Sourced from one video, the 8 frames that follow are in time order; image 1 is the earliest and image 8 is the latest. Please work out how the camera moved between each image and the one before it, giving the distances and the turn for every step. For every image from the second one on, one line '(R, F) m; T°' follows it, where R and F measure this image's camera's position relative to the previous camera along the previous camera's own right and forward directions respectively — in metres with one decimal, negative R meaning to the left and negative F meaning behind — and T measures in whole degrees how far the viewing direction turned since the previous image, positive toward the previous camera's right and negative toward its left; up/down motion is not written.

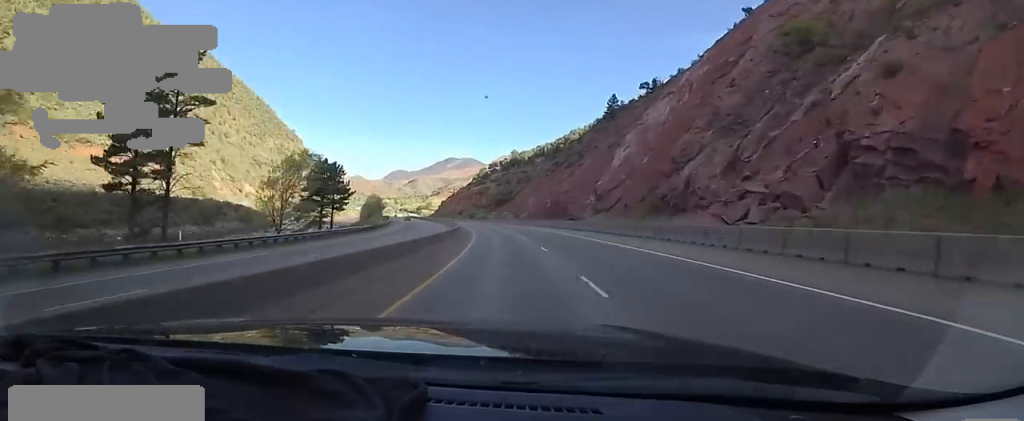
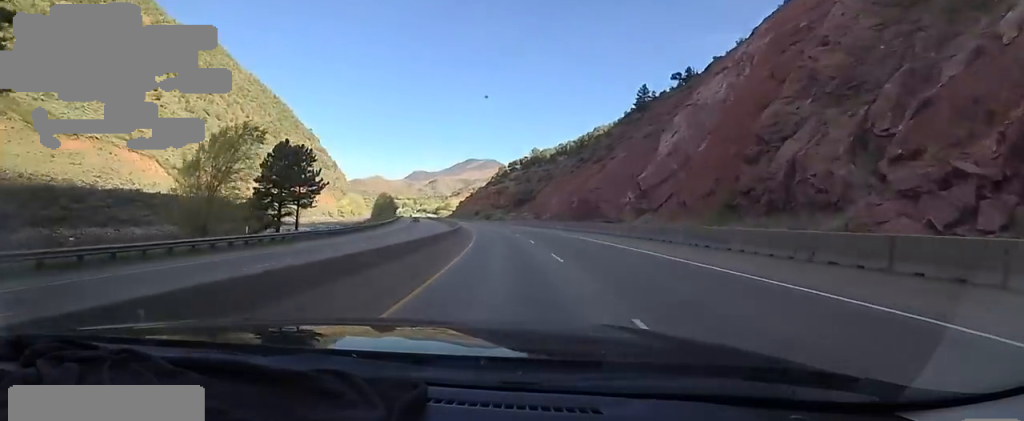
(-0.6, +16.7) m; -3°
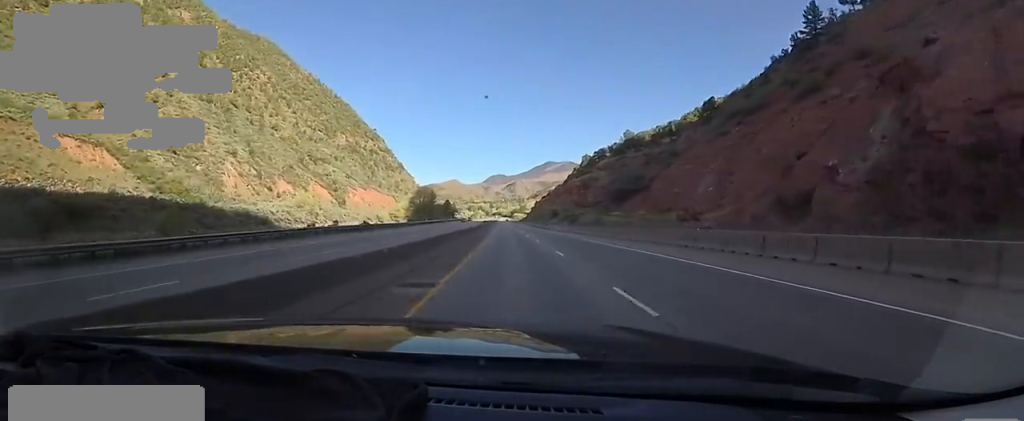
(-5.1, +68.5) m; -8°
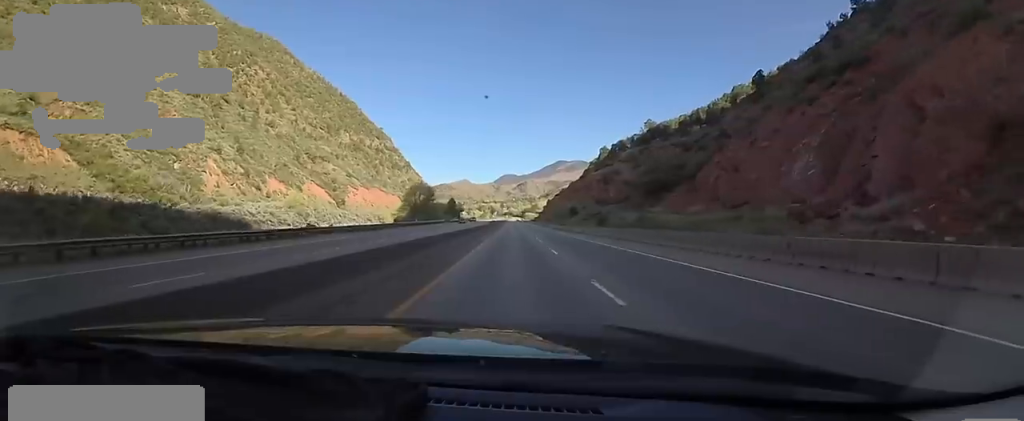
(-1.1, +22.9) m; -2°
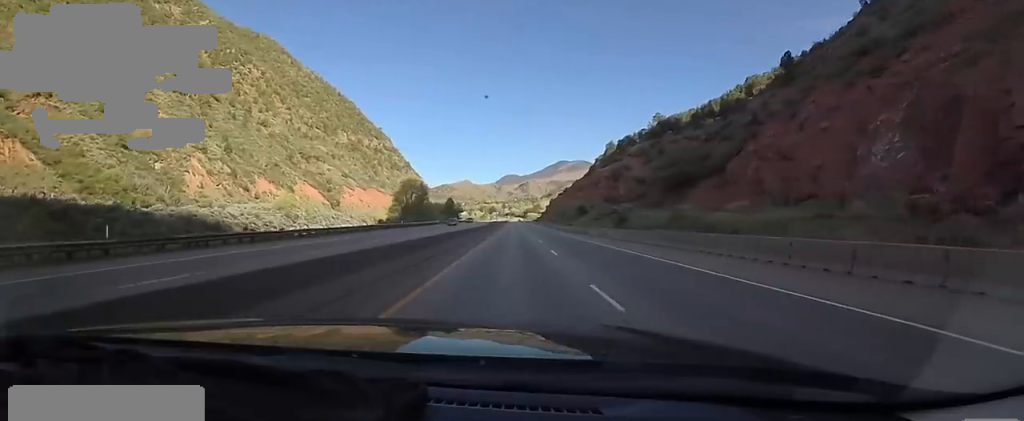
(+0.5, +12.5) m; 0°
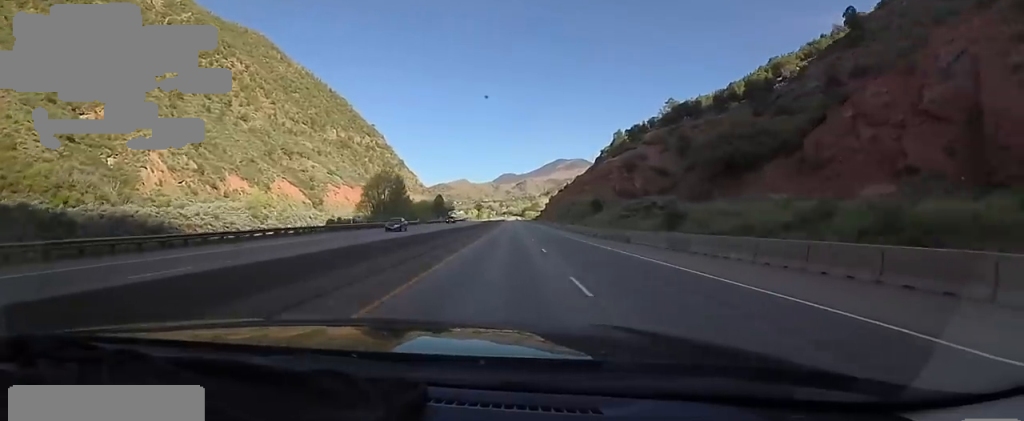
(0.0, +23.0) m; -1°
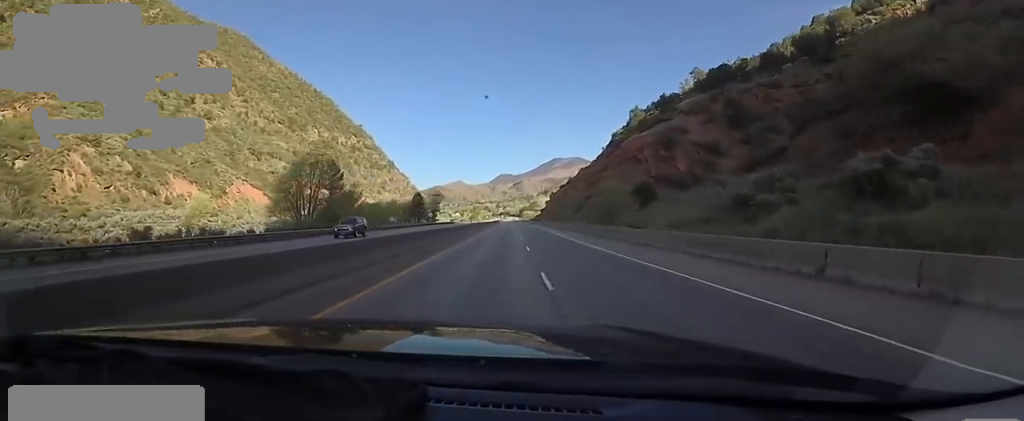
(-1.3, +35.7) m; -1°
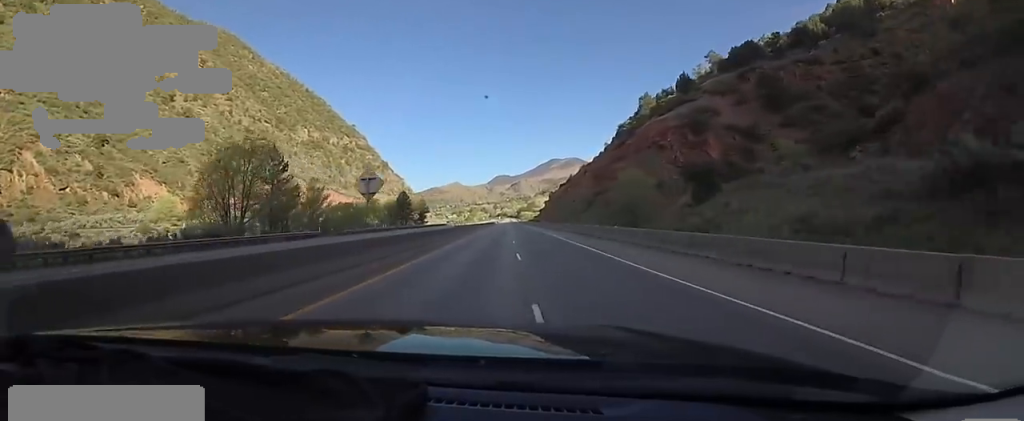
(-0.6, +16.8) m; +1°
